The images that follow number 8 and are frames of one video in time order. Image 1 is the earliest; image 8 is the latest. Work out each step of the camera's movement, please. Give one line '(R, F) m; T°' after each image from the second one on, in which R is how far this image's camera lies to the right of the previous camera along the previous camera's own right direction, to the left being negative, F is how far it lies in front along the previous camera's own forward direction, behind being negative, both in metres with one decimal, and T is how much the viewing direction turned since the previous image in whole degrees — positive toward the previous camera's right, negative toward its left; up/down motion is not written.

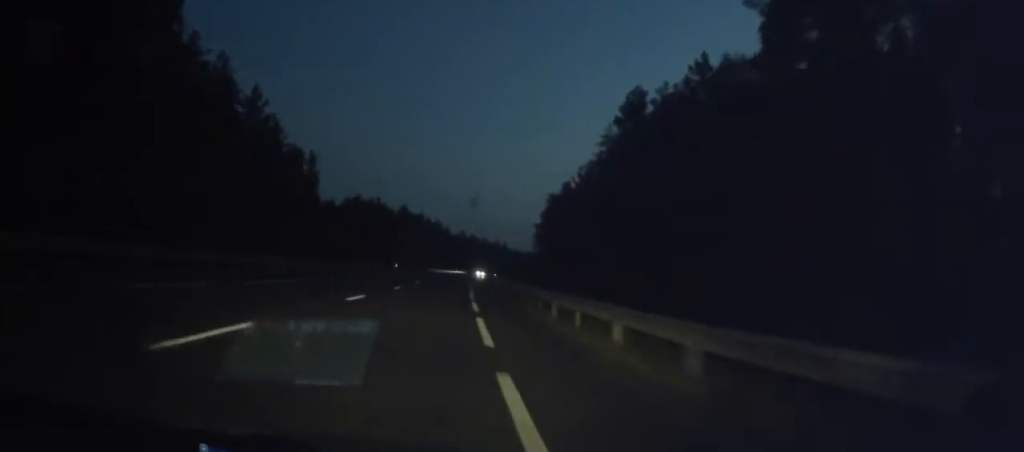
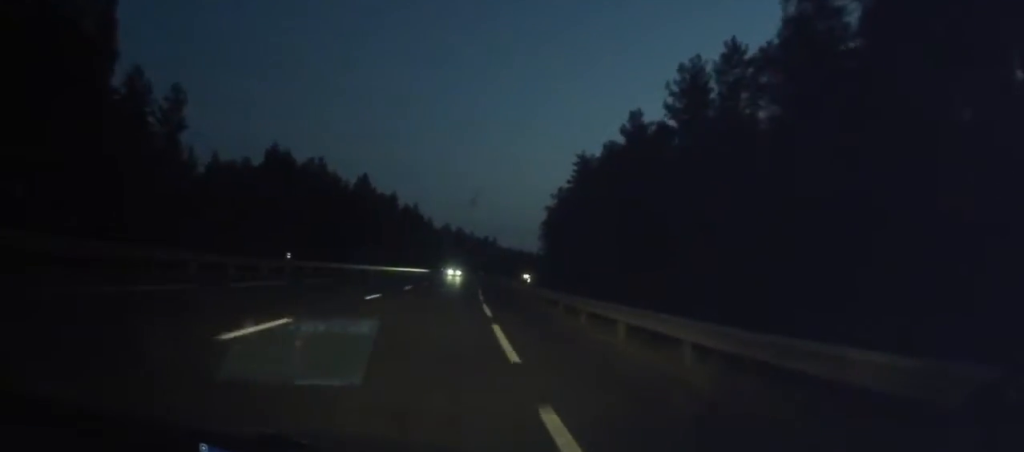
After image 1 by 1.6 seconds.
(+0.5, +46.5) m; +1°
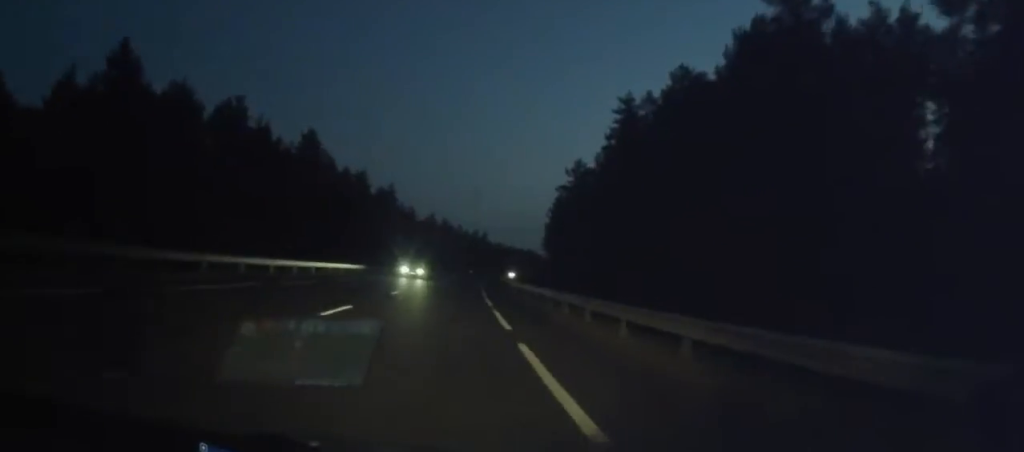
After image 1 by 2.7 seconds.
(+0.3, +30.8) m; +1°
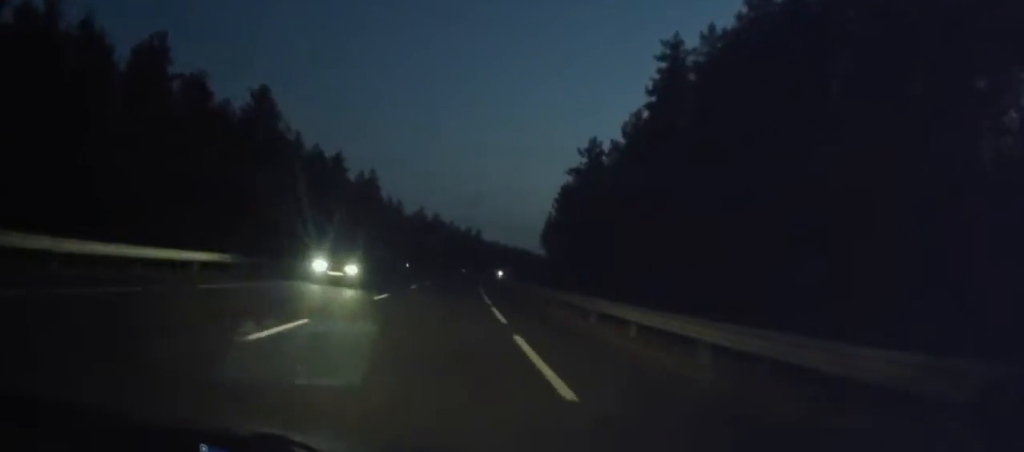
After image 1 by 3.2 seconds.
(0.0, +16.3) m; 0°
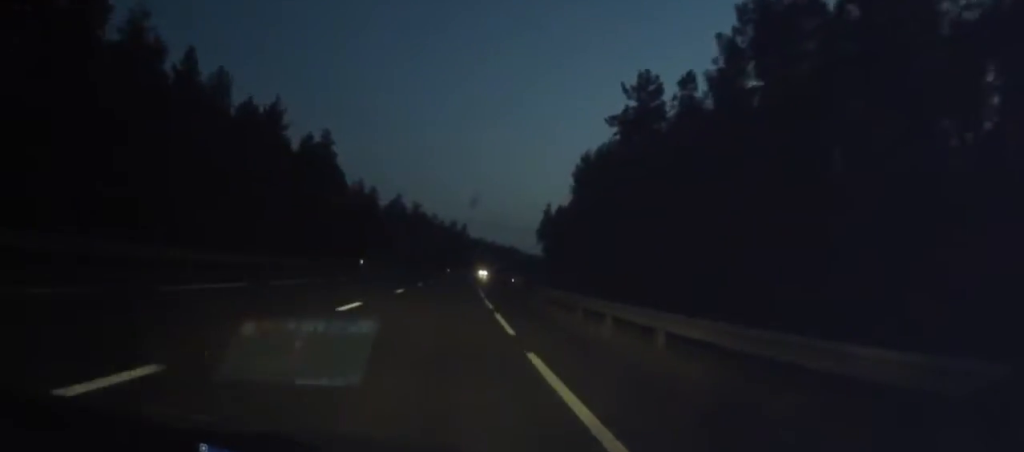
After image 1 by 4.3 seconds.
(+0.2, +30.0) m; +1°
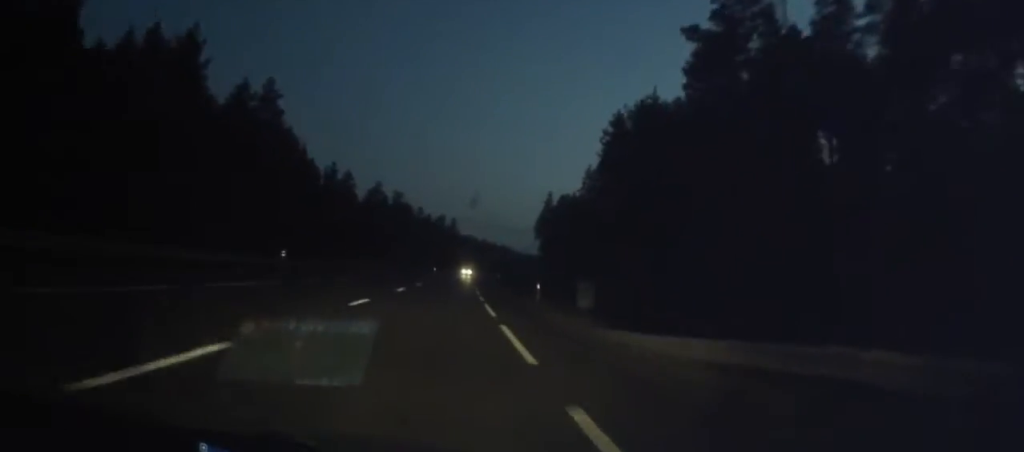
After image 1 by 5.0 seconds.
(+0.4, +22.4) m; +1°
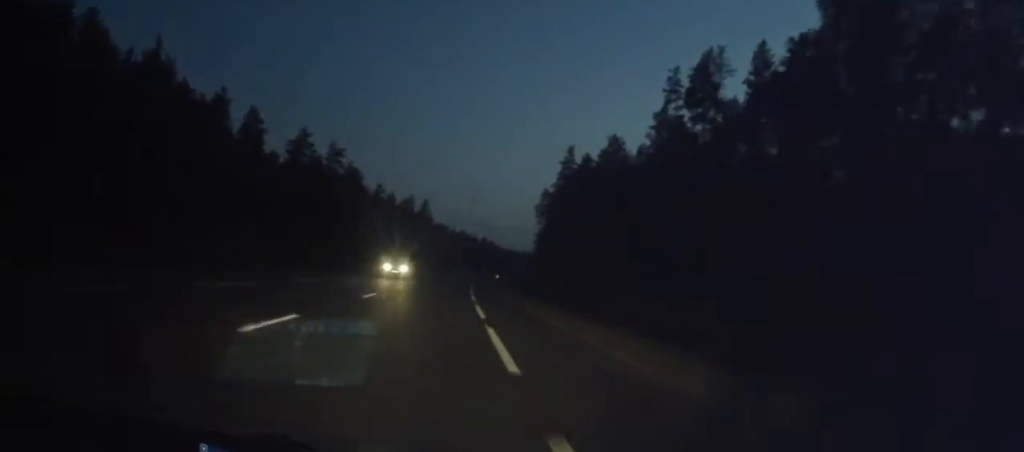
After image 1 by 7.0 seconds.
(+1.3, +56.0) m; +3°
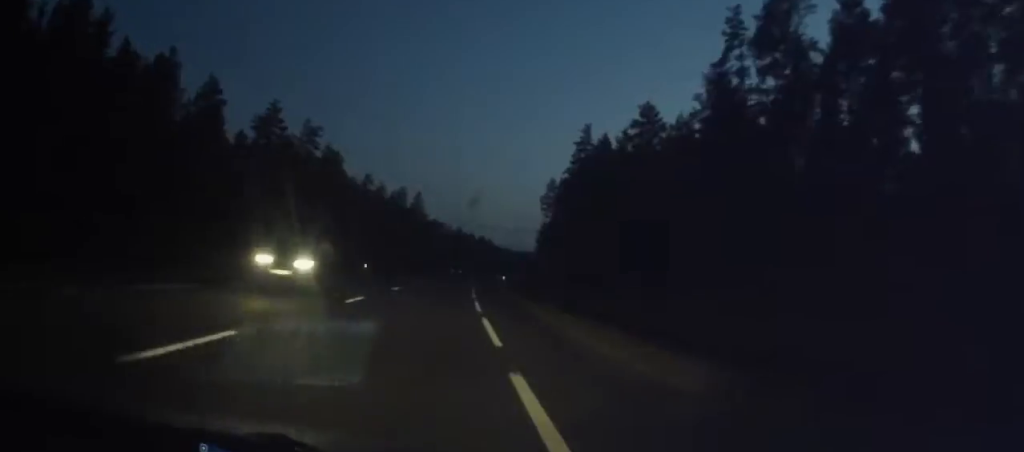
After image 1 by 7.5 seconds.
(+0.1, +15.2) m; +1°
